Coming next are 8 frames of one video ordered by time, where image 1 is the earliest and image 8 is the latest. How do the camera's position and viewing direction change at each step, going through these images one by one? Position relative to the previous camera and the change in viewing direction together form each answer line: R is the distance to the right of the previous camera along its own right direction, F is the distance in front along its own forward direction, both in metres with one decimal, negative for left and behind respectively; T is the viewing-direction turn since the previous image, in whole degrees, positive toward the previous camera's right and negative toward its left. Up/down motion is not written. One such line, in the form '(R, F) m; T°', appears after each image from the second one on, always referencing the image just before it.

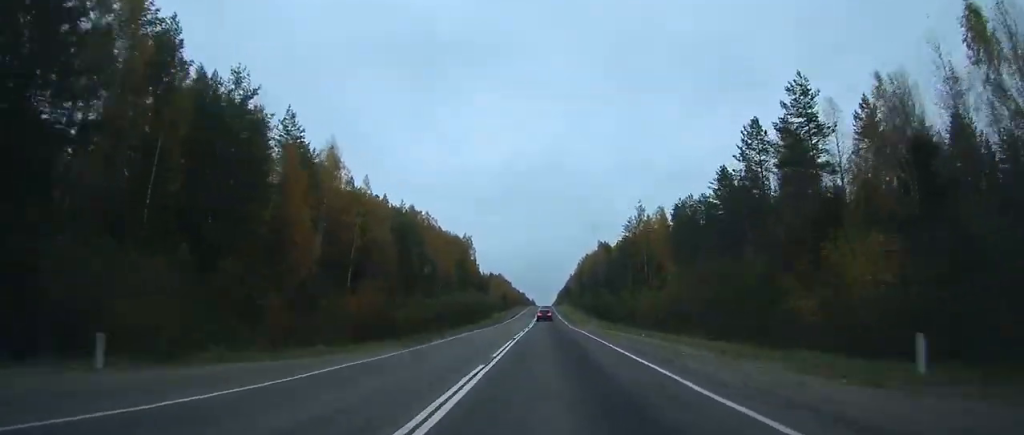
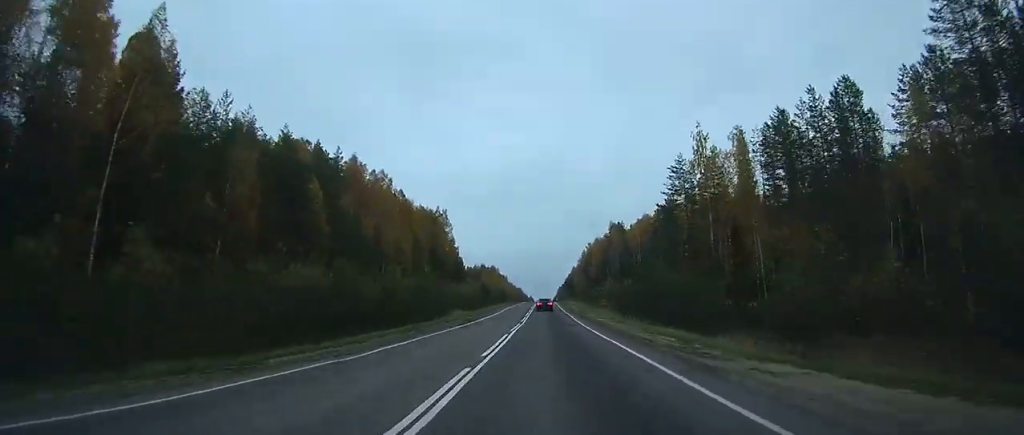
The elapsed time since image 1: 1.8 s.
(+0.1, +50.7) m; 0°
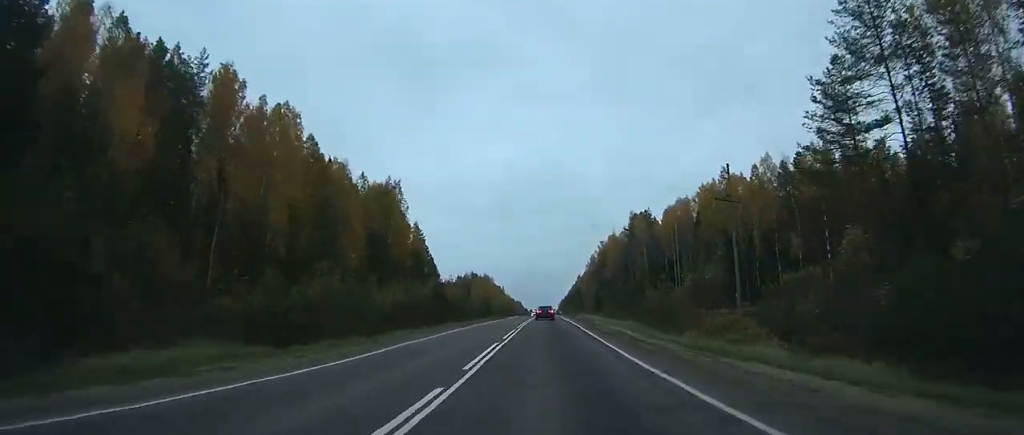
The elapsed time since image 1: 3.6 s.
(-0.1, +51.3) m; 0°
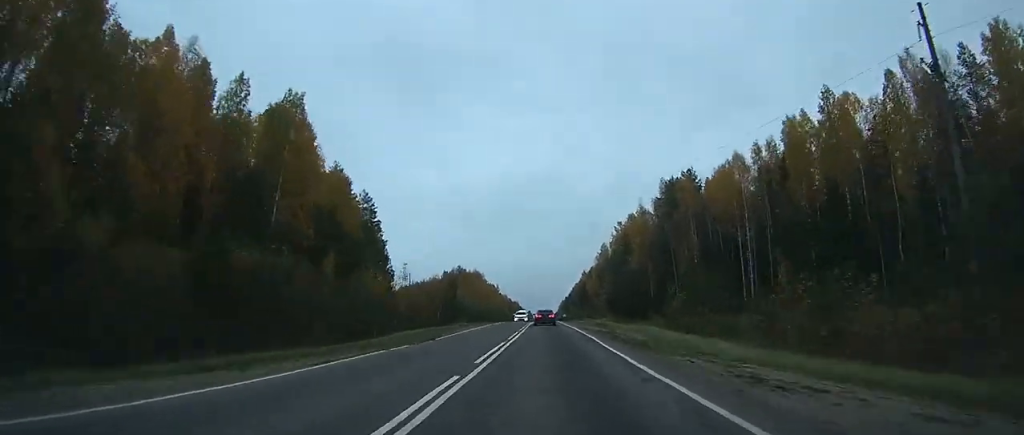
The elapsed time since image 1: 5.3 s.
(0.0, +46.1) m; 0°
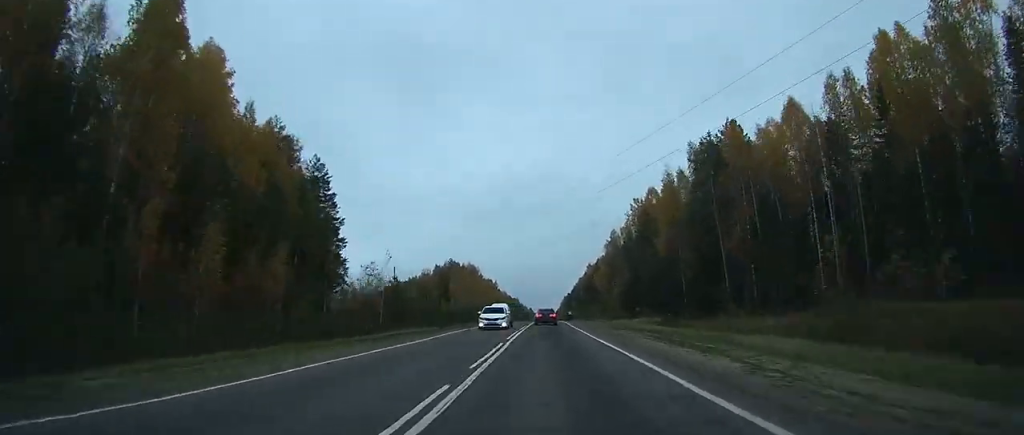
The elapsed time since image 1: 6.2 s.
(0.0, +25.1) m; 0°
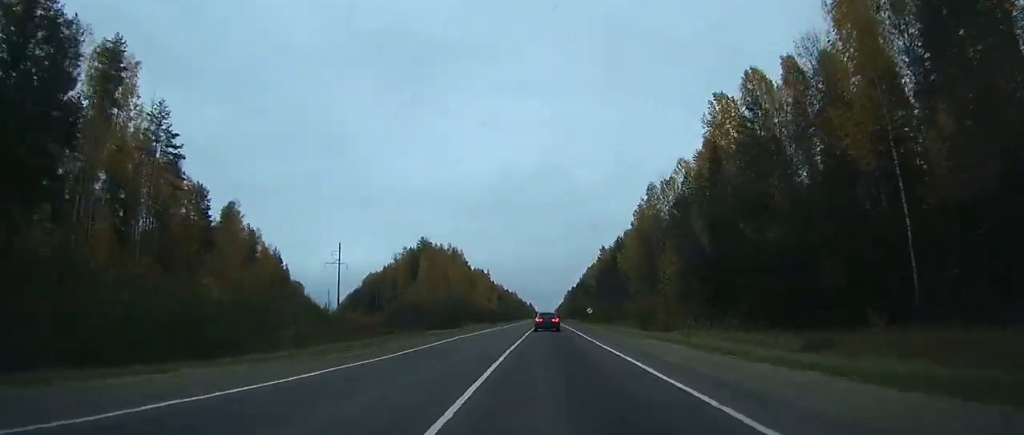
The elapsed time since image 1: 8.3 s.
(-0.1, +54.8) m; 0°
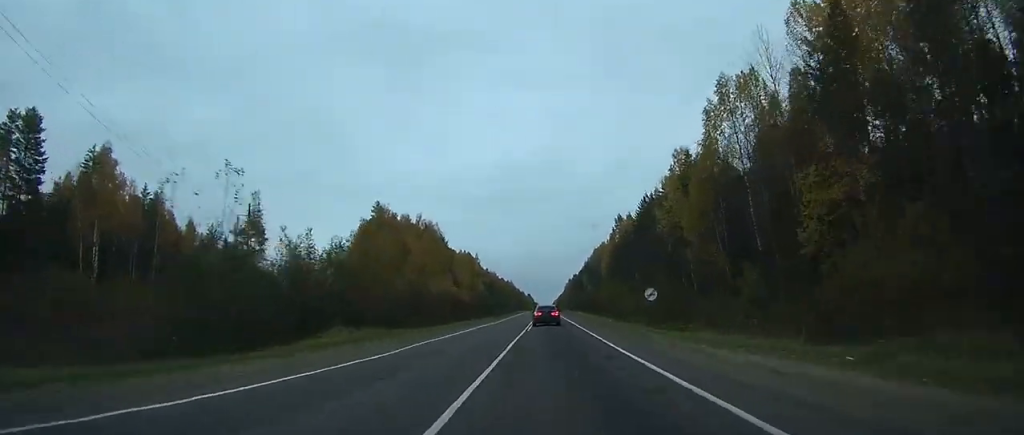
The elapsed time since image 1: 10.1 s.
(-0.1, +45.0) m; 0°
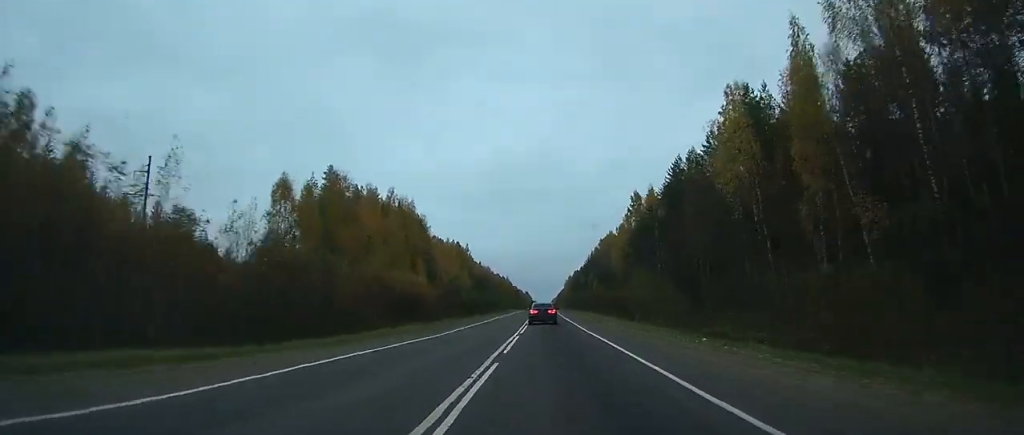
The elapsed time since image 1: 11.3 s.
(0.0, +29.8) m; 0°
